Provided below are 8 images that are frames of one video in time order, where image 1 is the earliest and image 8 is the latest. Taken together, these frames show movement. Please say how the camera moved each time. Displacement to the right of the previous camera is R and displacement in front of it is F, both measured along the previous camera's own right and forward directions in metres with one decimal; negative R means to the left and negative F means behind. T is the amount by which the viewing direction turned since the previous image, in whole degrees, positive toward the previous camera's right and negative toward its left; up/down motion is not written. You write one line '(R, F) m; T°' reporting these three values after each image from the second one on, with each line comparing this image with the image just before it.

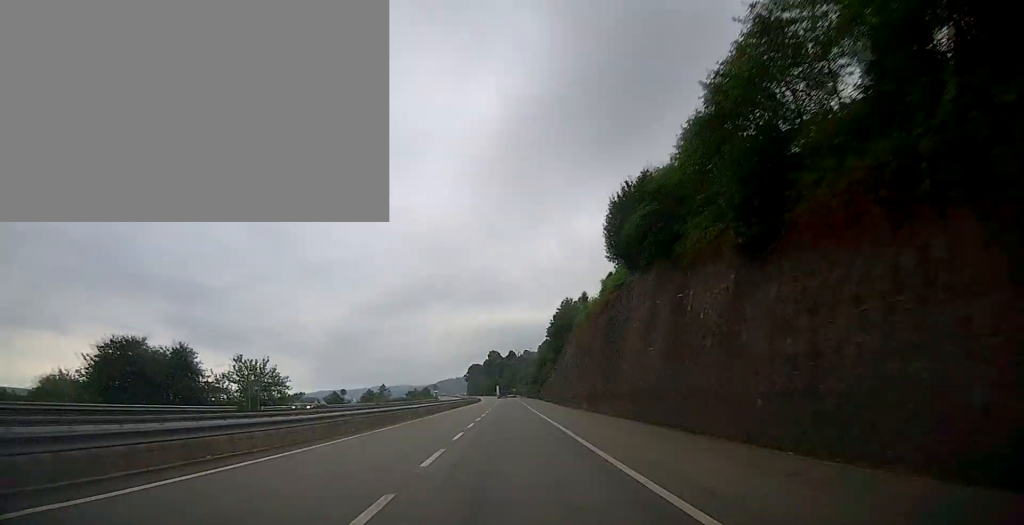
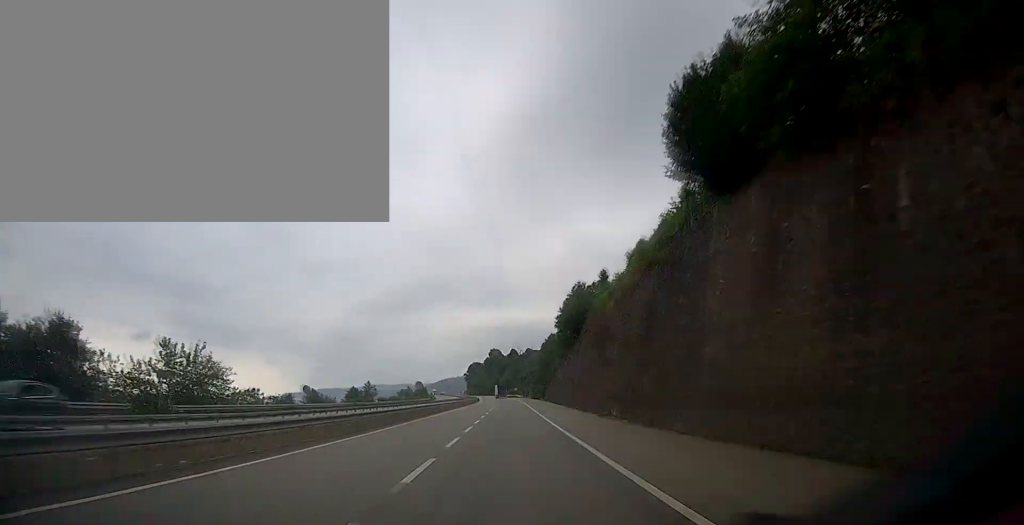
(0.0, +14.7) m; 0°
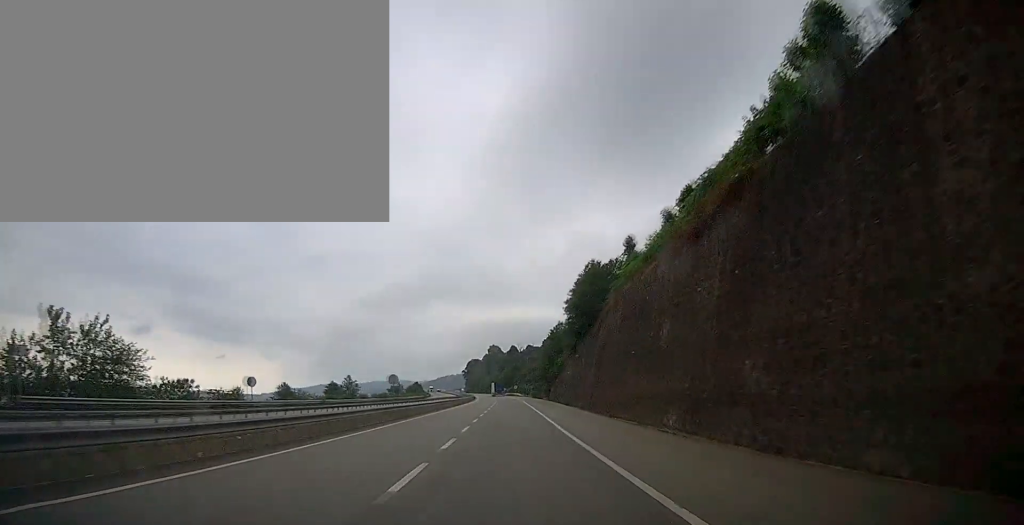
(0.0, +13.7) m; 0°
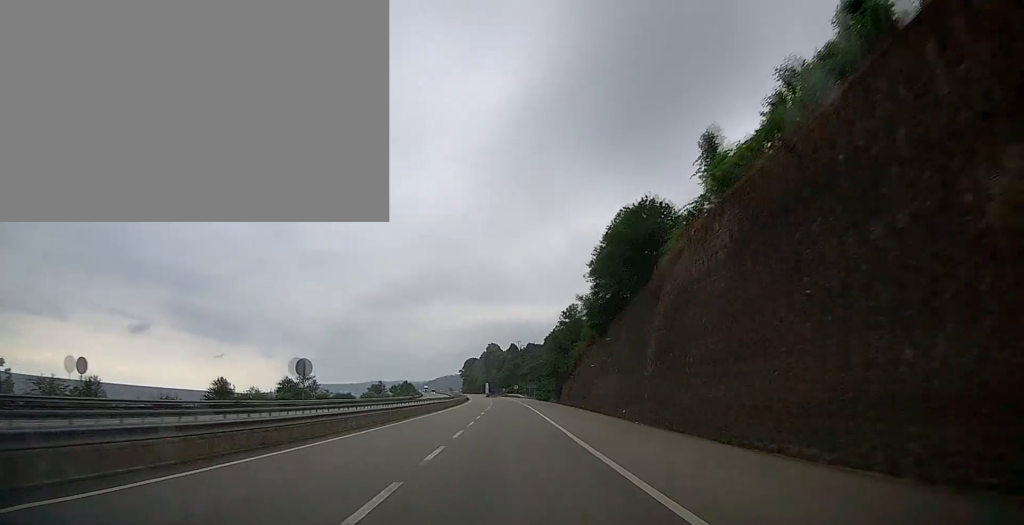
(0.0, +21.6) m; 0°
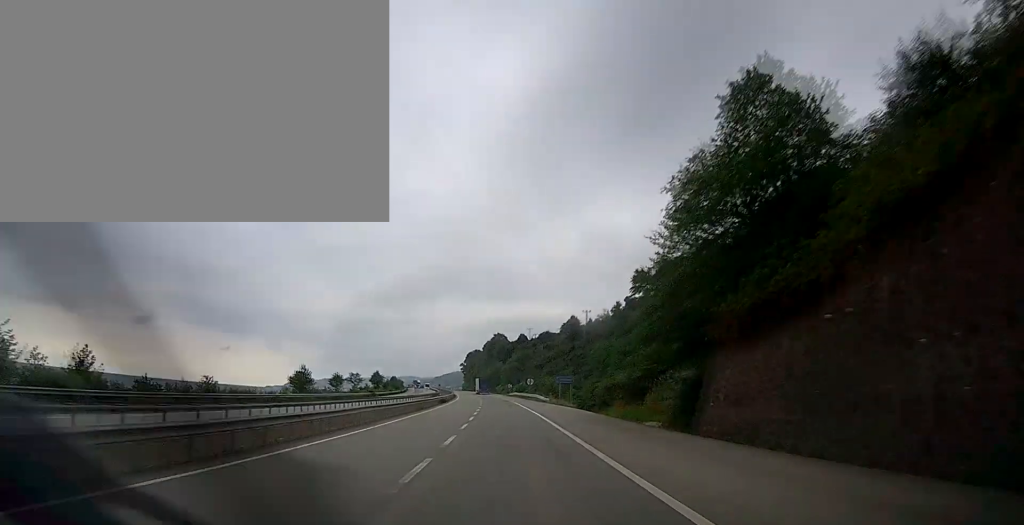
(+0.1, +54.0) m; -1°
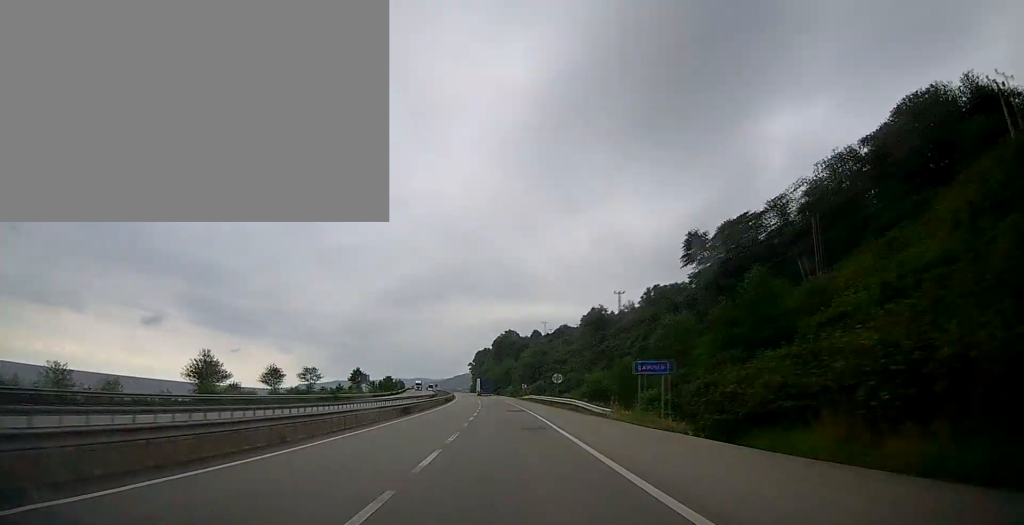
(-0.4, +29.6) m; -1°
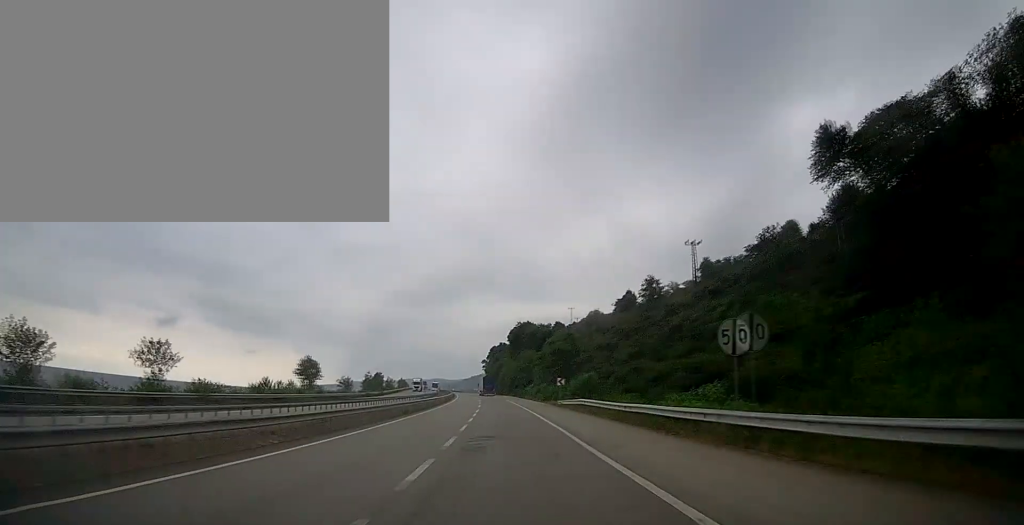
(-0.3, +38.5) m; -2°
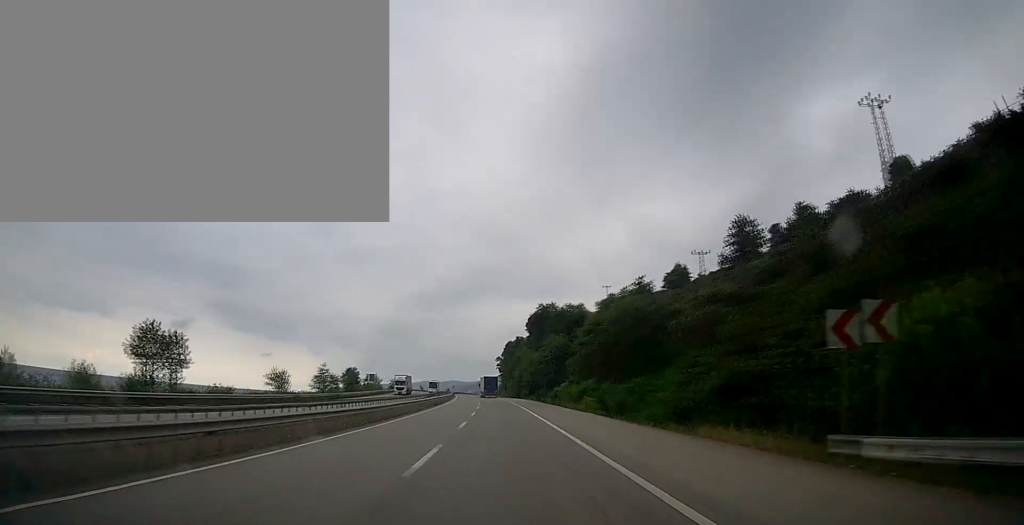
(-1.1, +40.5) m; -2°
